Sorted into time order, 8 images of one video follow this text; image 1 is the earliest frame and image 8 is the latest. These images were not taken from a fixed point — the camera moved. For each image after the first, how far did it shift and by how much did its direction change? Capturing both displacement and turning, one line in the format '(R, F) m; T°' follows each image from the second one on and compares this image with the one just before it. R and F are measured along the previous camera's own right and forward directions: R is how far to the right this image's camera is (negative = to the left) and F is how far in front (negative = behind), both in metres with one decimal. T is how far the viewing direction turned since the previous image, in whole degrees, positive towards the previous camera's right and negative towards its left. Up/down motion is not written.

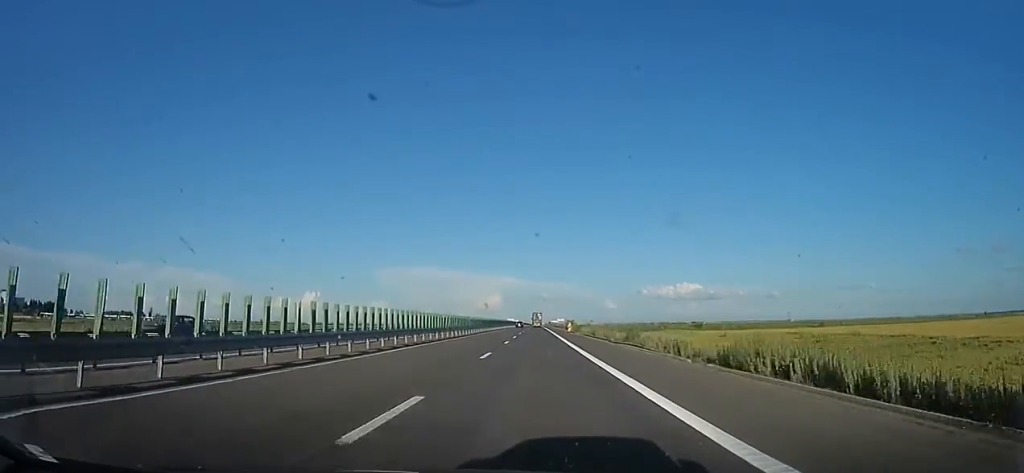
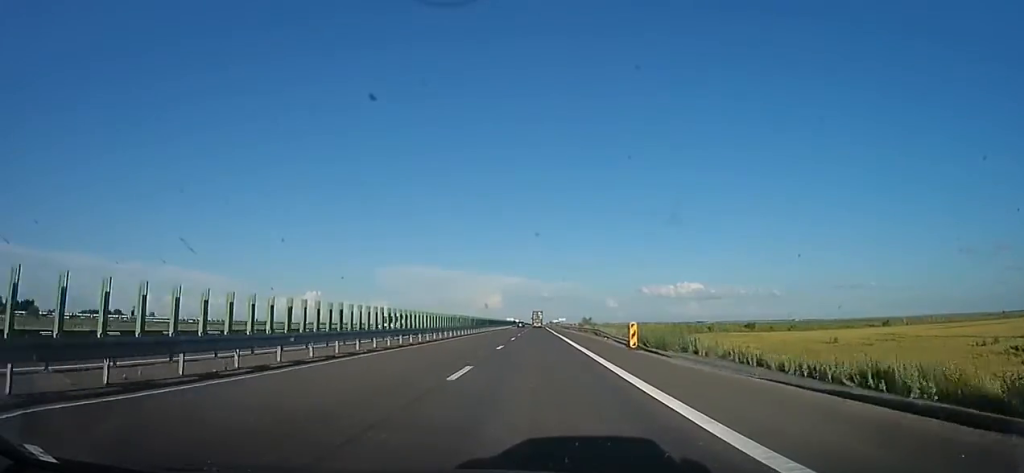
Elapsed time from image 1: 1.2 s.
(+1.5, +43.4) m; +3°
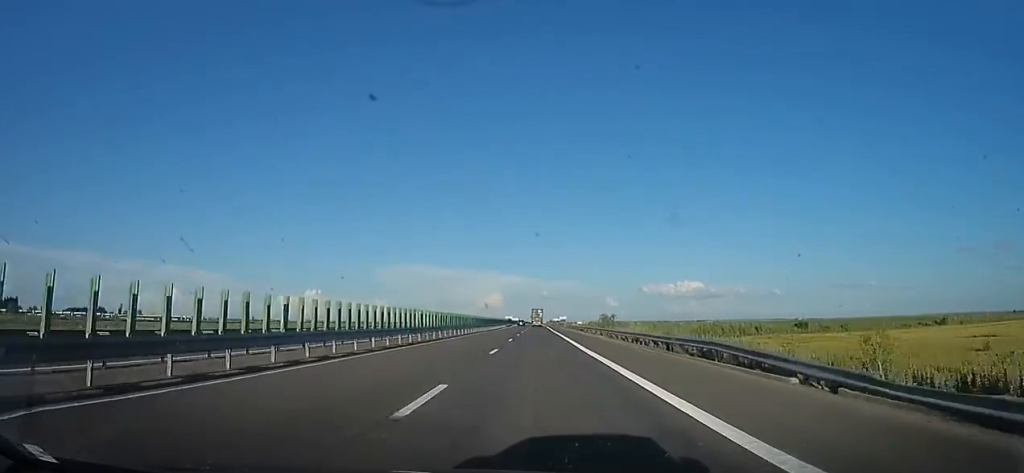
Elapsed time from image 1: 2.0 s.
(0.0, +28.4) m; -2°
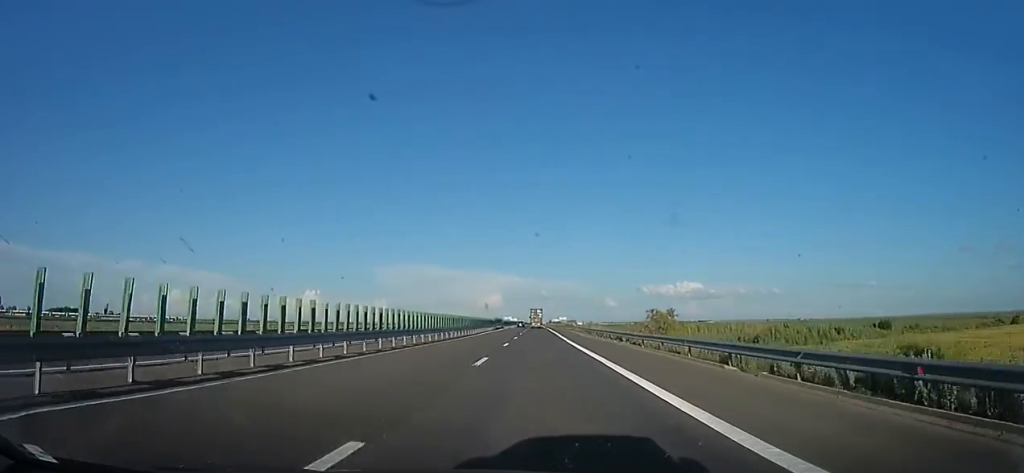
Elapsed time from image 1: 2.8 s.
(-0.8, +28.9) m; -1°
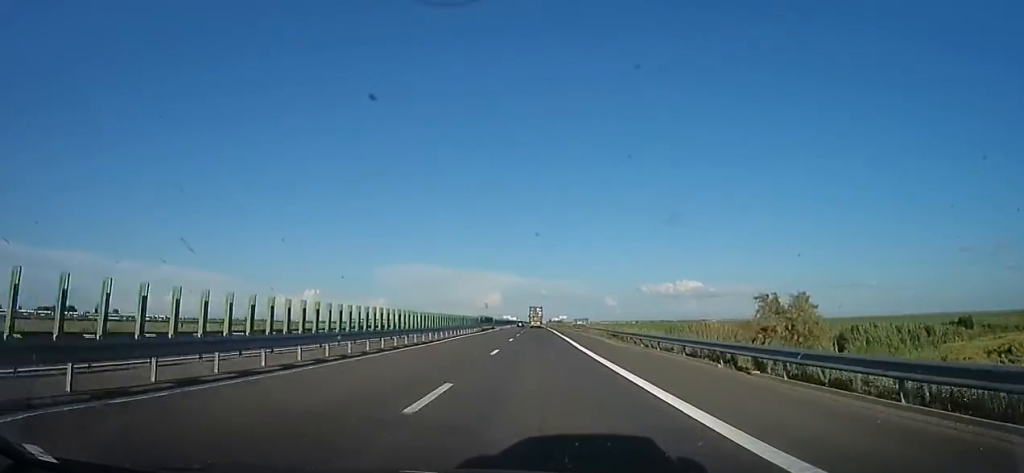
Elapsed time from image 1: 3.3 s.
(-0.4, +19.8) m; 0°
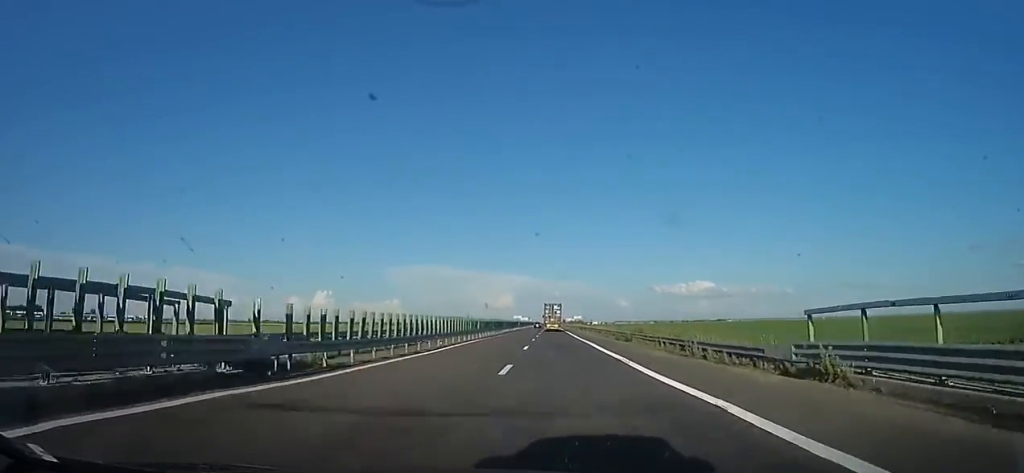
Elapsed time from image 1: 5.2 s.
(+1.3, +66.8) m; 0°
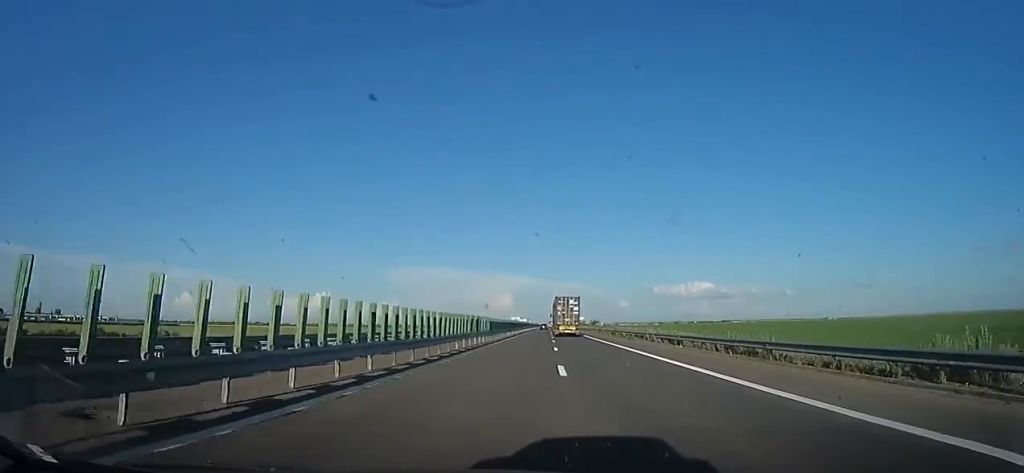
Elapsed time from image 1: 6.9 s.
(-0.7, +61.2) m; 0°
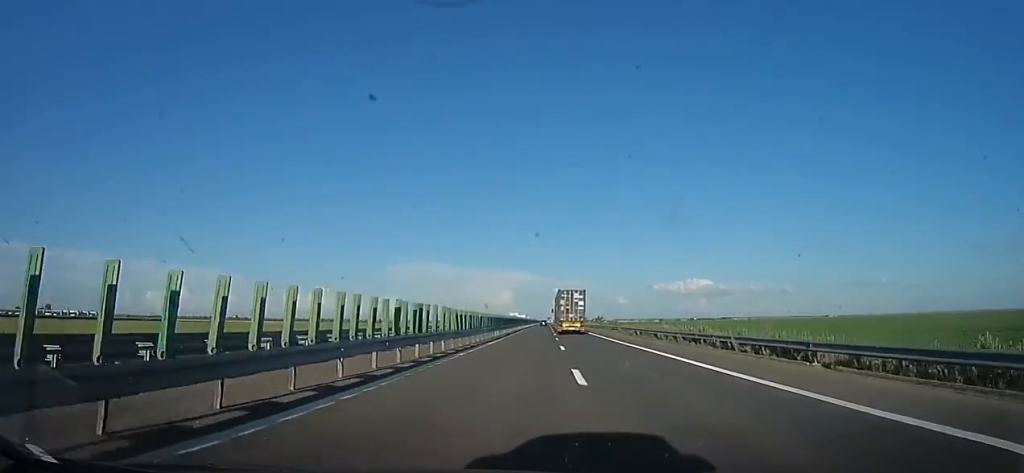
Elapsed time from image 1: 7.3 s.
(+0.1, +14.6) m; 0°
